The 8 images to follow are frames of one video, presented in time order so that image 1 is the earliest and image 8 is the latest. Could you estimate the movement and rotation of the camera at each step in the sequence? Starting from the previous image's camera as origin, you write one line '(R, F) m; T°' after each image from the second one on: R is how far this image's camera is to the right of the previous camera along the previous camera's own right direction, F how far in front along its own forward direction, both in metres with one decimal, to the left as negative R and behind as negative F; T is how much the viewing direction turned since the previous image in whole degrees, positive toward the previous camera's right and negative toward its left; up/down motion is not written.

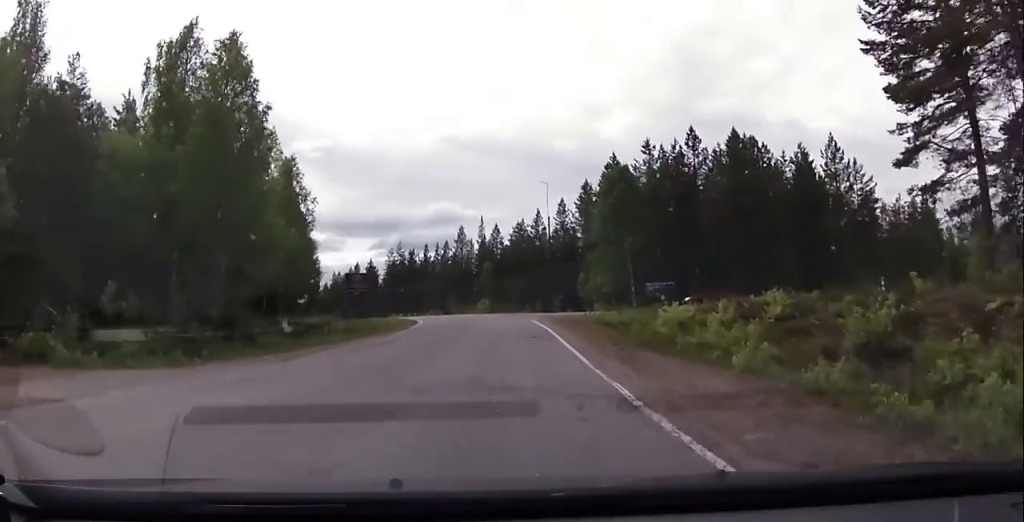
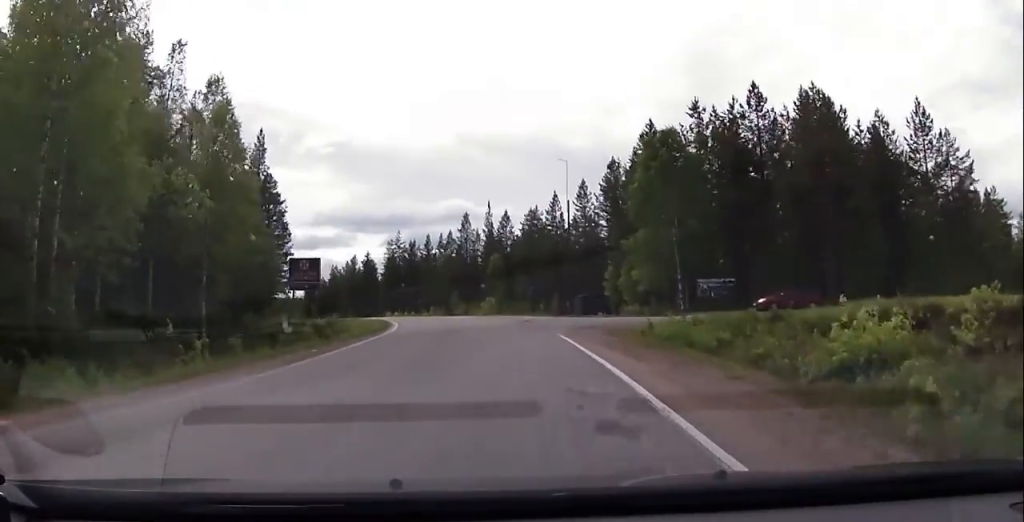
(-0.1, +14.4) m; -1°
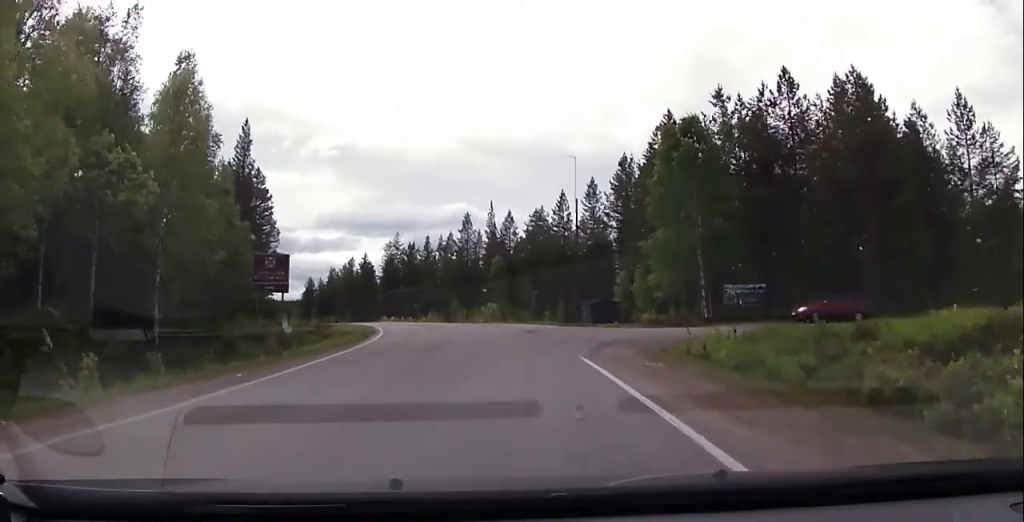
(-0.1, +5.5) m; 0°
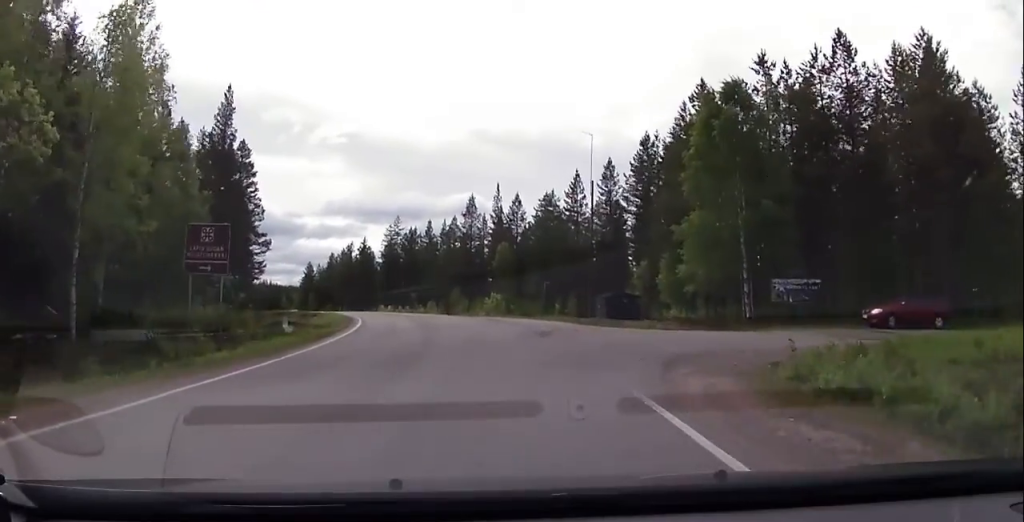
(+0.1, +7.3) m; 0°
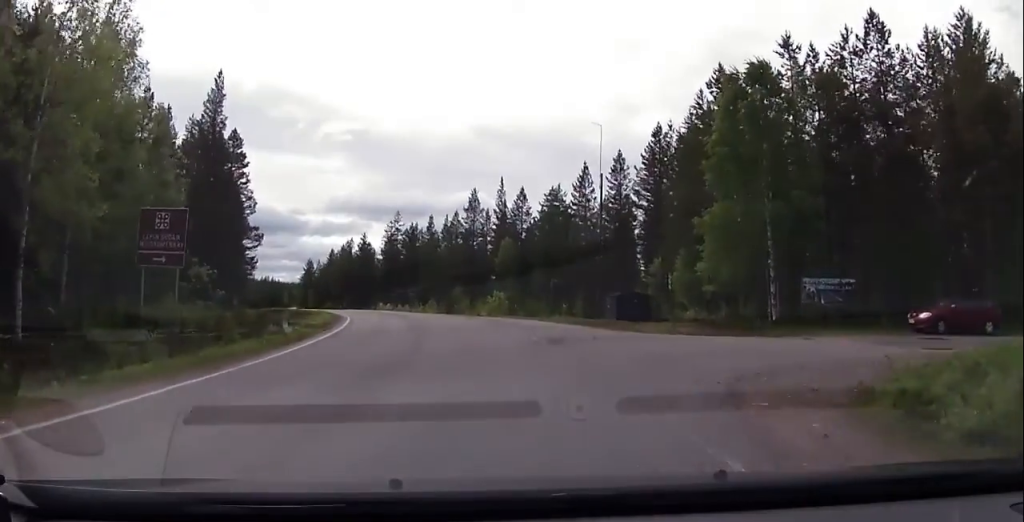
(-0.1, +3.5) m; 0°
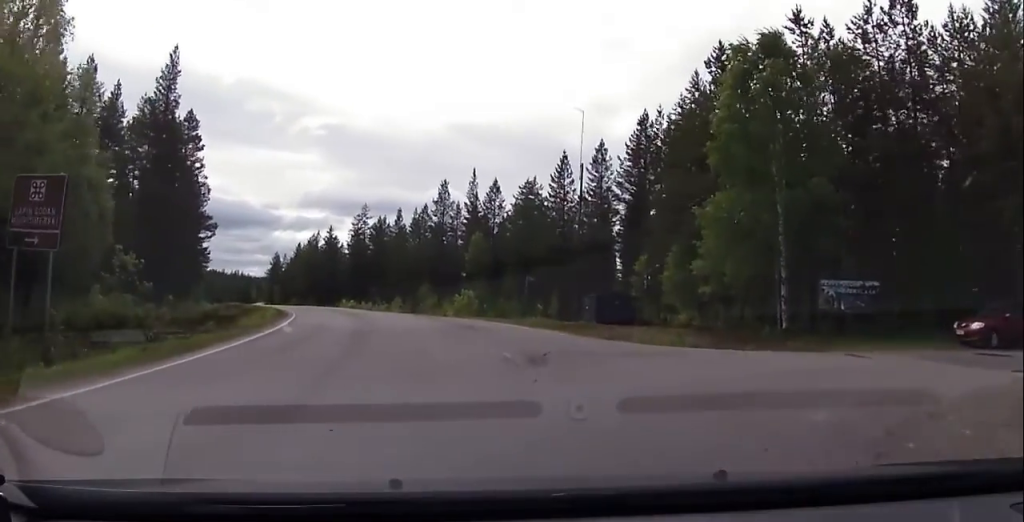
(0.0, +5.3) m; +3°
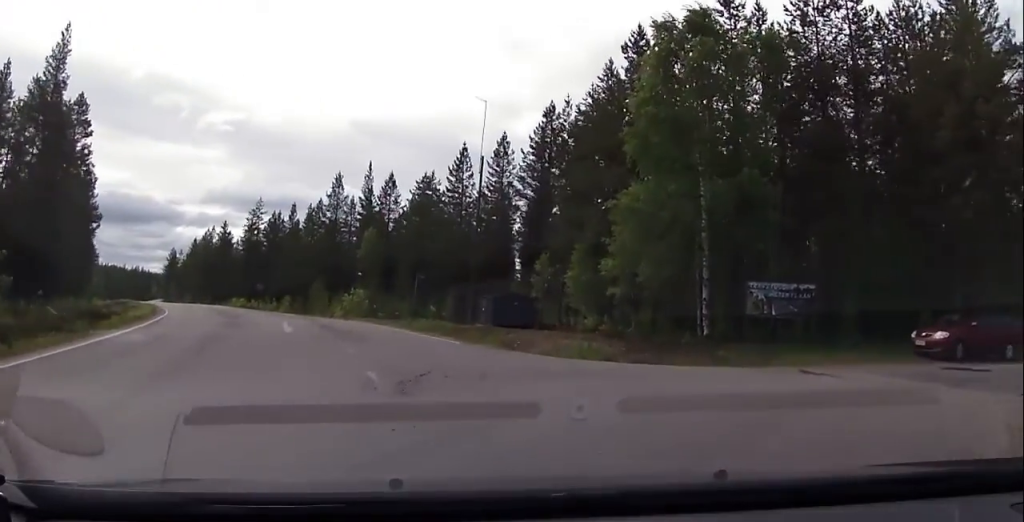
(+0.1, +3.9) m; +5°
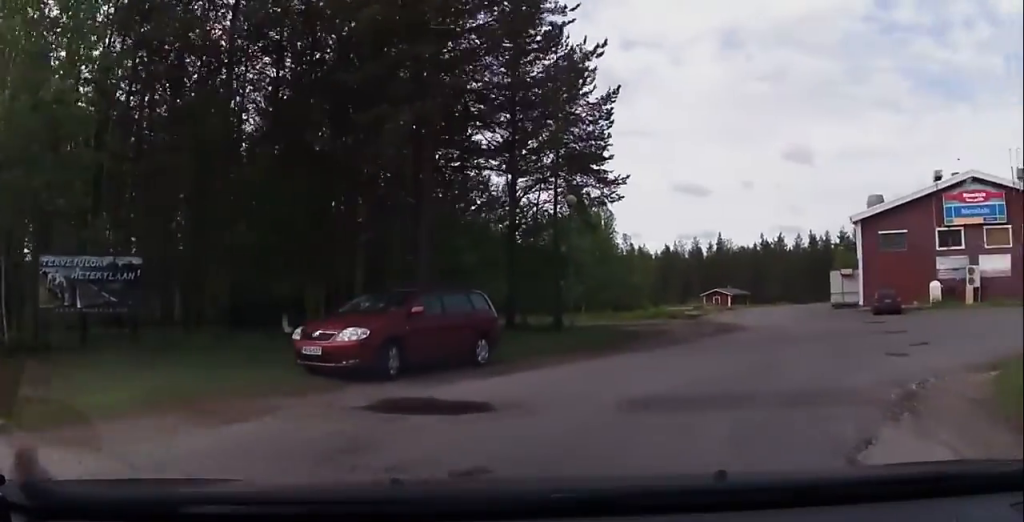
(+3.5, +9.6) m; +50°
